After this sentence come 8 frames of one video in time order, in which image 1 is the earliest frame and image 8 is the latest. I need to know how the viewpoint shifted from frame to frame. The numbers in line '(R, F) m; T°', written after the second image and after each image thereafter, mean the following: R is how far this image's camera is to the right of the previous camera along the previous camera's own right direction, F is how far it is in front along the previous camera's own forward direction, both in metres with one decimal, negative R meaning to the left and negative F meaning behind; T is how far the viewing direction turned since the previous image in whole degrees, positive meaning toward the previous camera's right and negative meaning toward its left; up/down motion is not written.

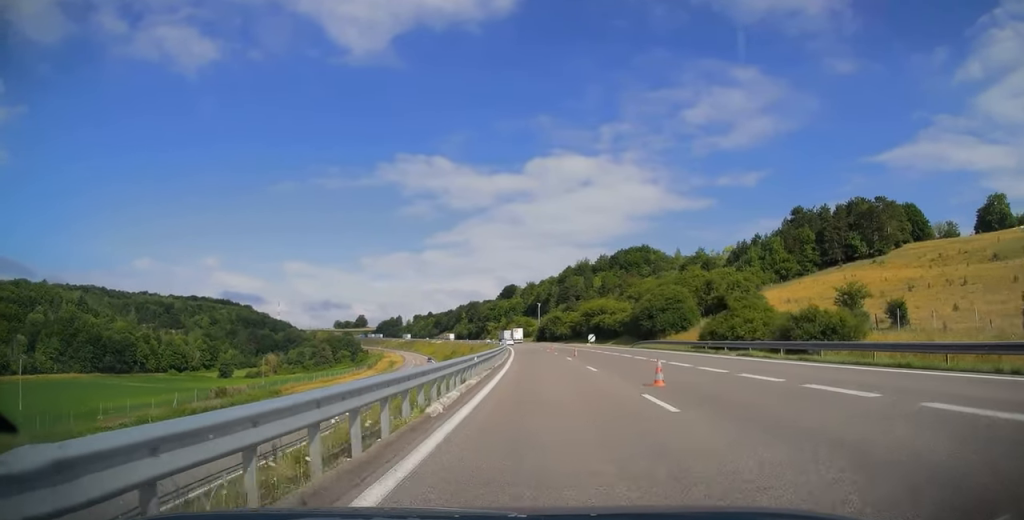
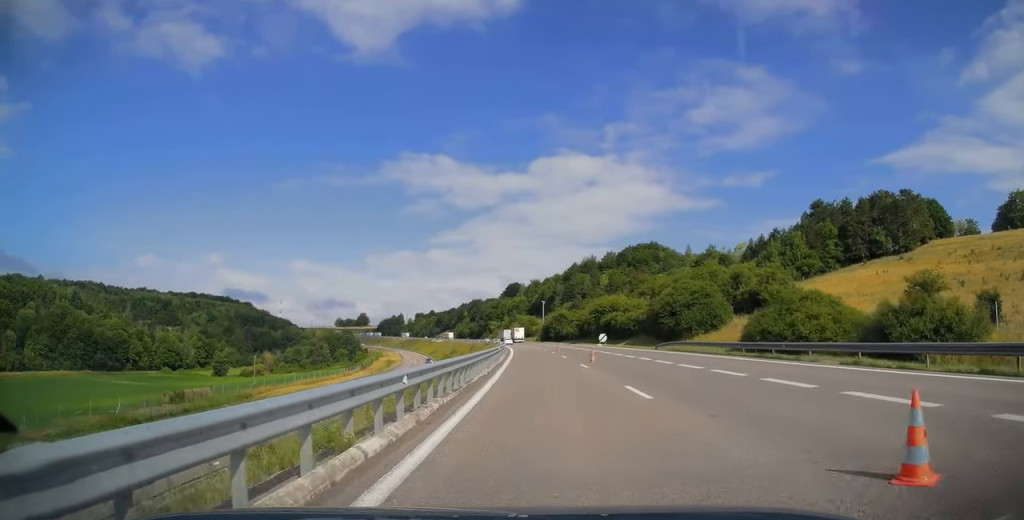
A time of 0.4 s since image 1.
(0.0, +10.9) m; 0°
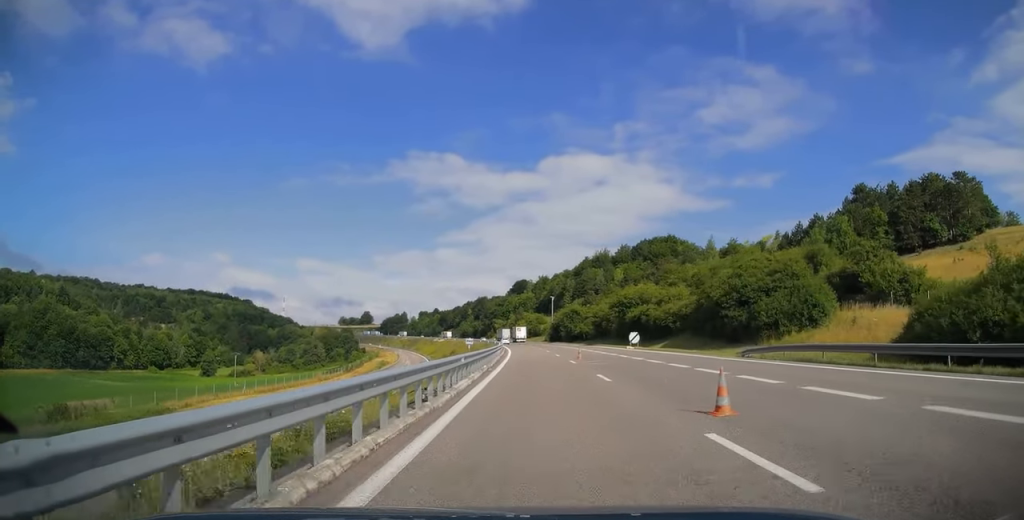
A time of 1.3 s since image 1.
(-0.1, +20.9) m; -1°
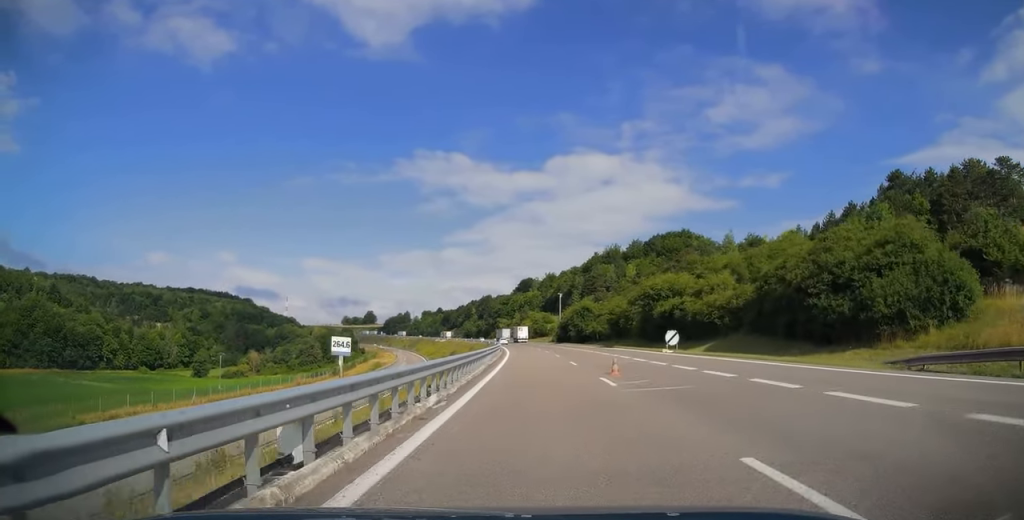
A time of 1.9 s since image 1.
(-0.2, +14.6) m; -1°
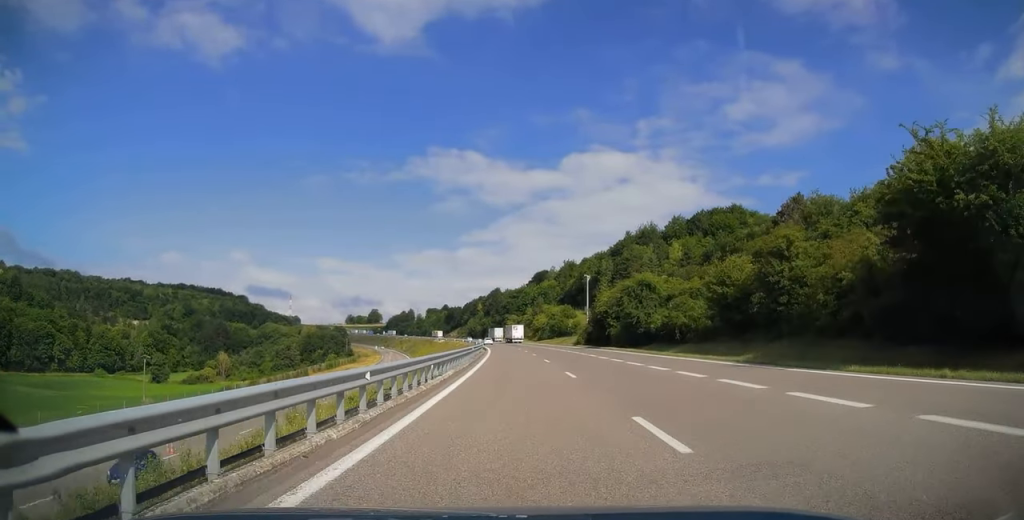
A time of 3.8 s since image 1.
(-0.4, +48.9) m; -1°
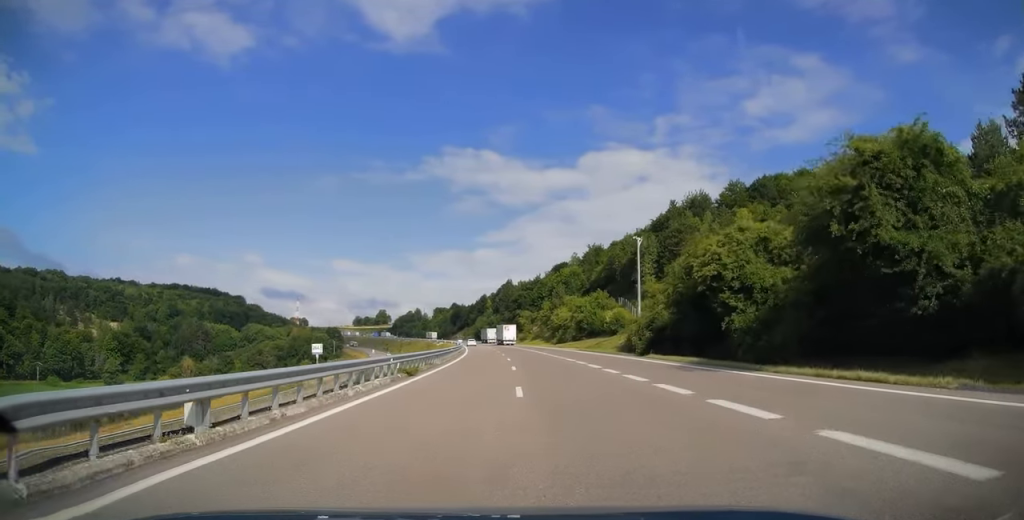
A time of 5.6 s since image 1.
(-1.0, +45.2) m; -3°
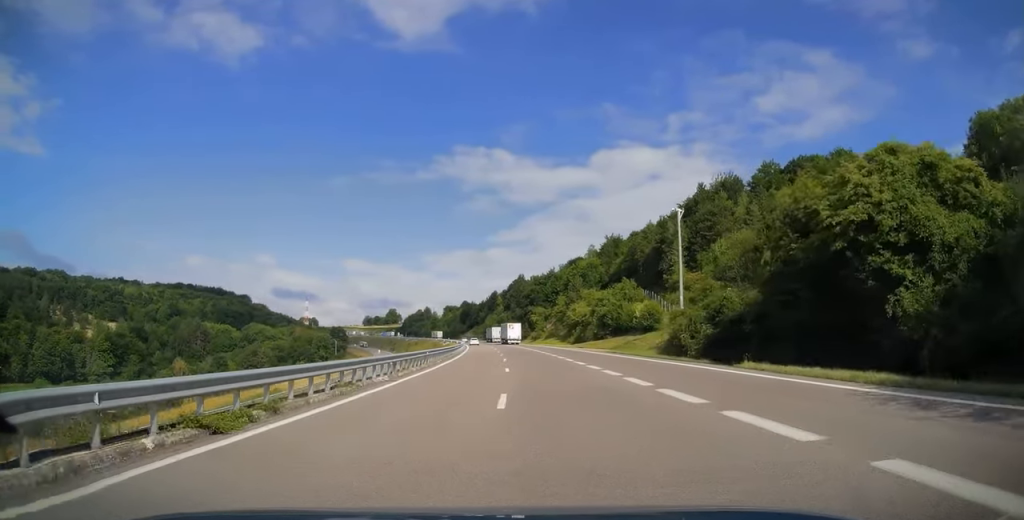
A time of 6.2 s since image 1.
(+0.2, +15.5) m; -1°
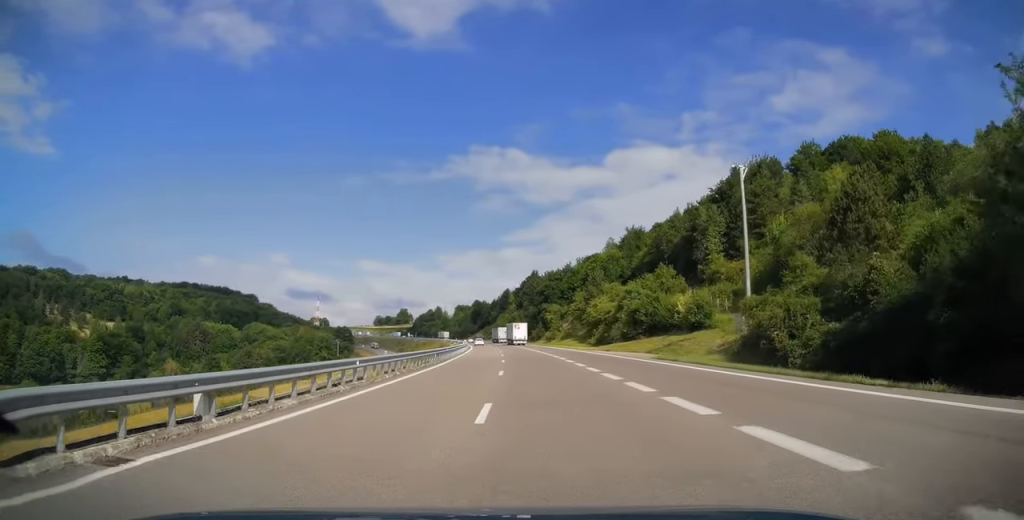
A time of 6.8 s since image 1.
(-0.6, +15.1) m; -1°
